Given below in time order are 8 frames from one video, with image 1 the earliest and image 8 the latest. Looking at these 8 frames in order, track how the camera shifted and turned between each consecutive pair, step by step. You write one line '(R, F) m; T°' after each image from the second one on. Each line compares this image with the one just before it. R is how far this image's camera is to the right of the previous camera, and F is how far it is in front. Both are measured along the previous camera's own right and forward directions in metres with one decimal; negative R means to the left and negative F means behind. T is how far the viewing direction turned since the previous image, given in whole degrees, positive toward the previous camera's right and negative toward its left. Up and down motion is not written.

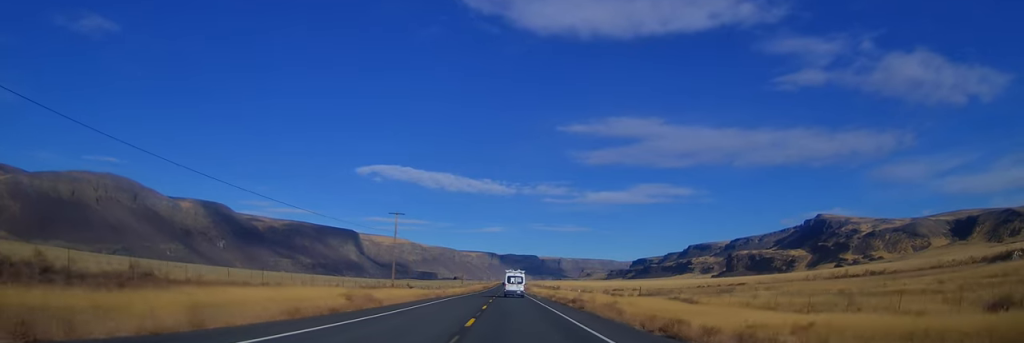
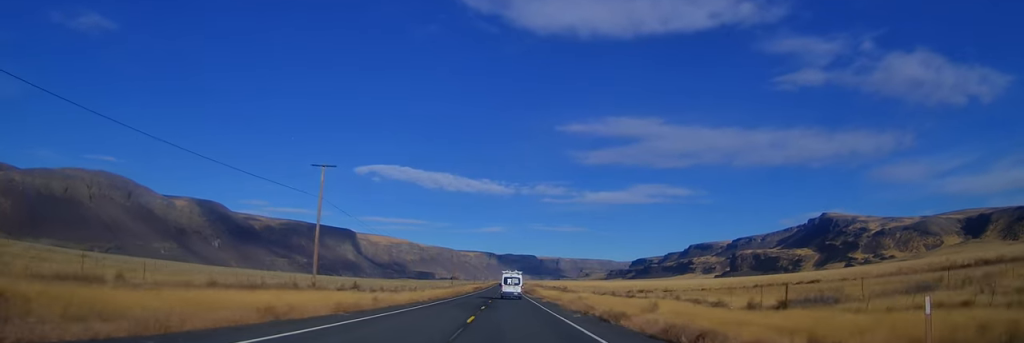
(0.0, +33.4) m; +1°
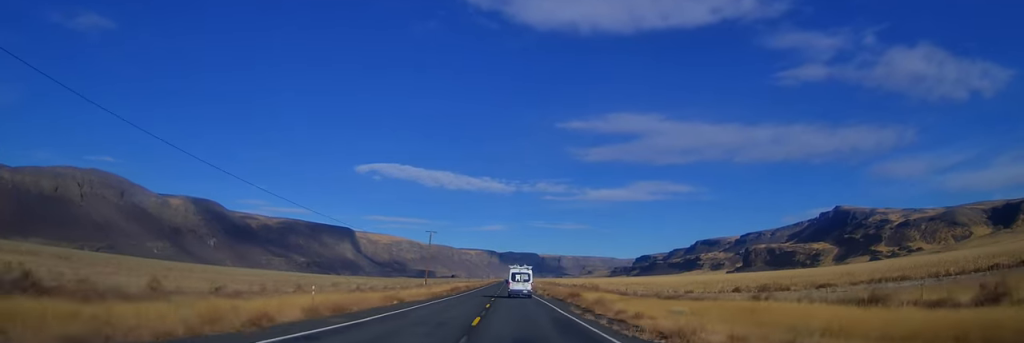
(-0.1, +60.5) m; 0°
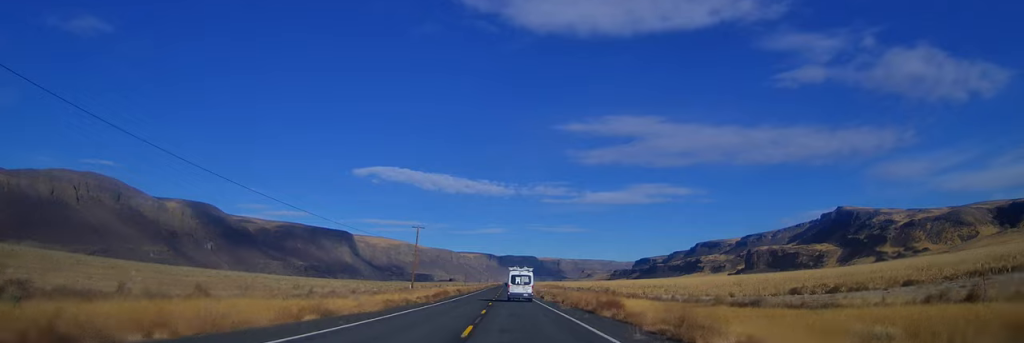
(+0.2, +15.3) m; 0°
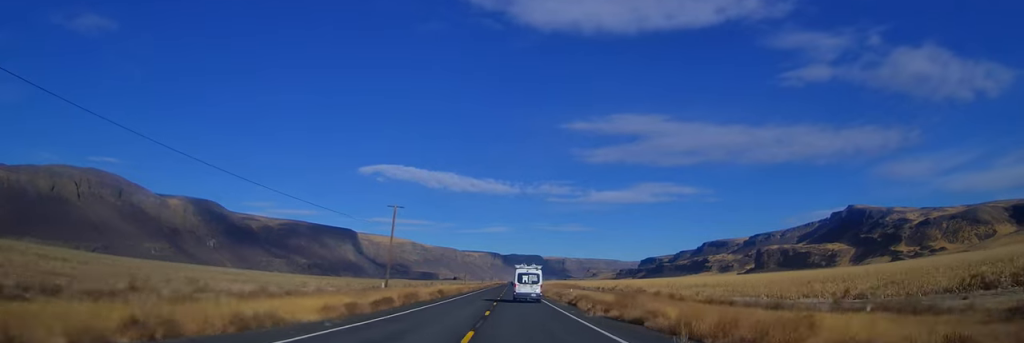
(-0.1, +25.2) m; 0°
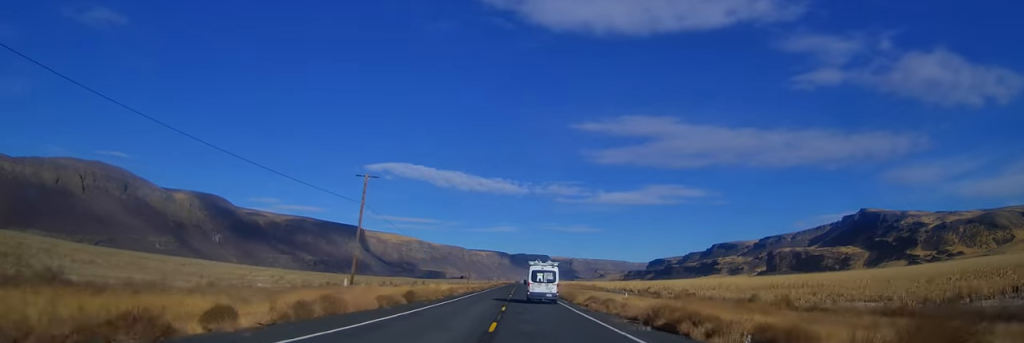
(-0.1, +20.4) m; 0°
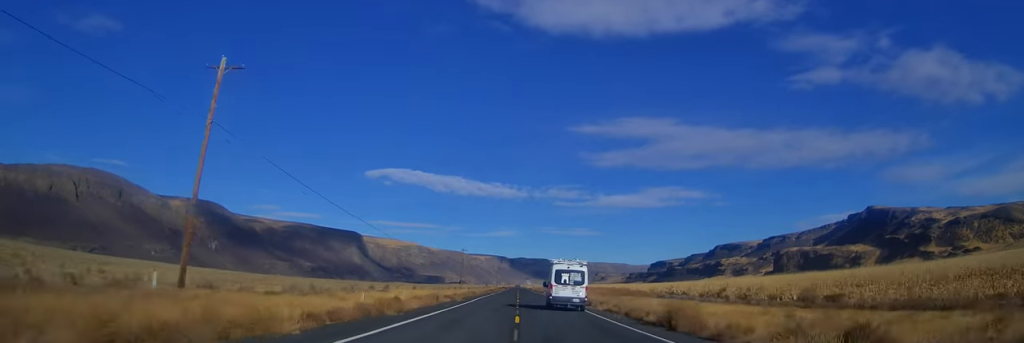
(0.0, +30.8) m; 0°
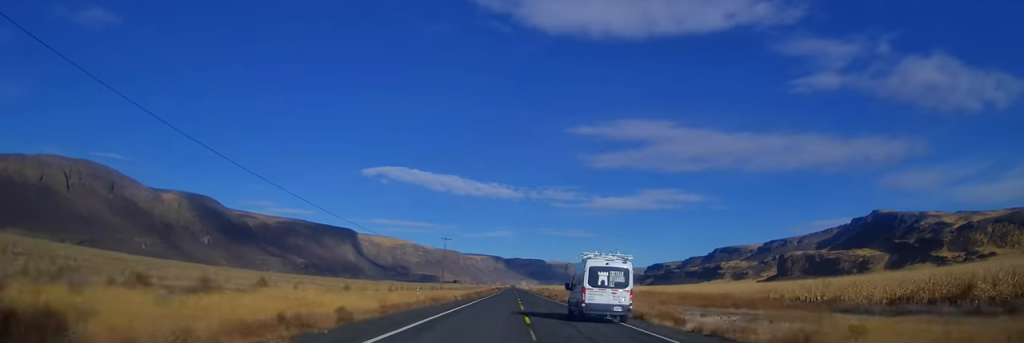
(0.0, +35.2) m; 0°
